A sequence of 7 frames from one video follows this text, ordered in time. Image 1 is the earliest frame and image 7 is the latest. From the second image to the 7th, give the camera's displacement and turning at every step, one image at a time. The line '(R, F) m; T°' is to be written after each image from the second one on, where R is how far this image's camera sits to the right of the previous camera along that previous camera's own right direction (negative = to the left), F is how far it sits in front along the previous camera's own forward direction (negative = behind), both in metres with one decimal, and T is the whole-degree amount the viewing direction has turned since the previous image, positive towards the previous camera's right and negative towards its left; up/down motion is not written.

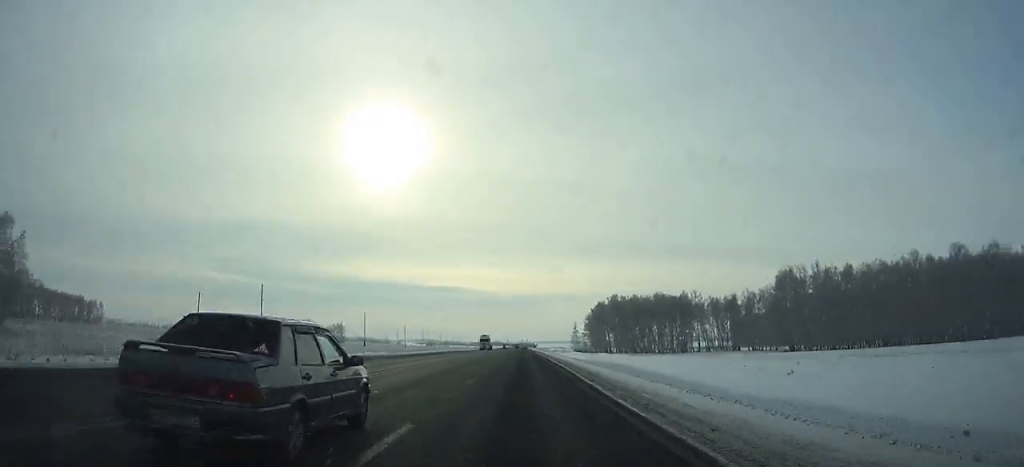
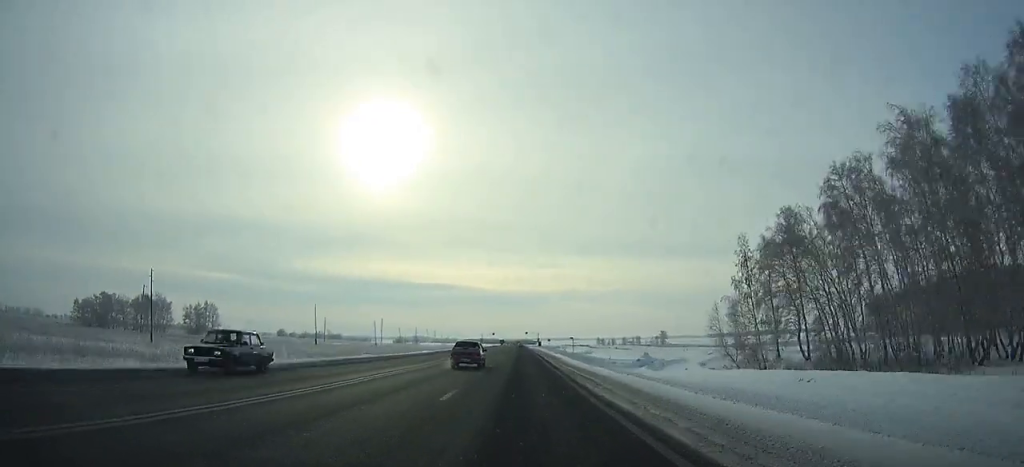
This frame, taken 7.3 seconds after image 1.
(+0.2, +184.7) m; 0°
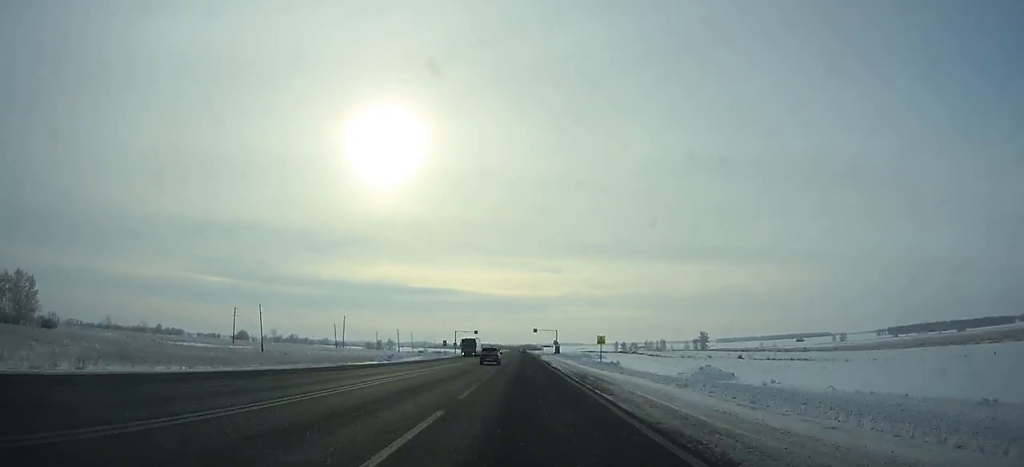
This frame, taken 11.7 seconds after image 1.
(0.0, +111.5) m; 0°
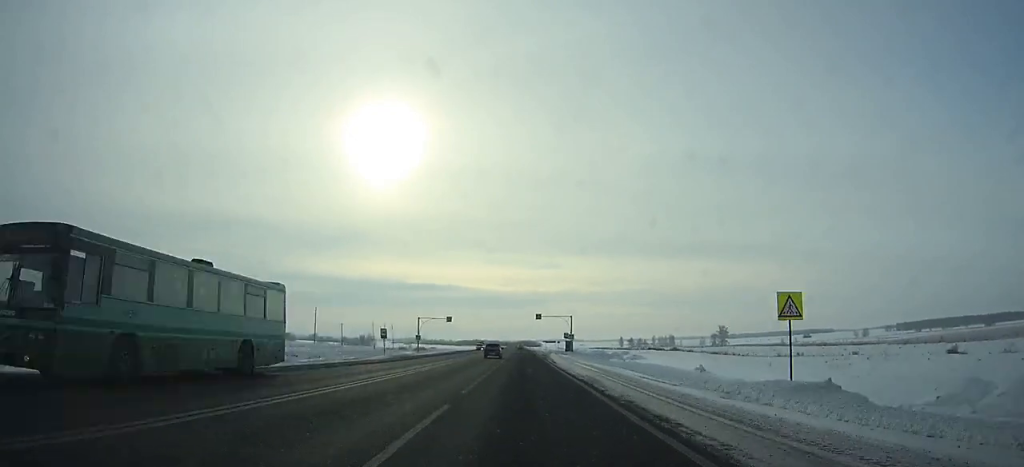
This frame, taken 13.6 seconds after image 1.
(0.0, +48.3) m; 0°
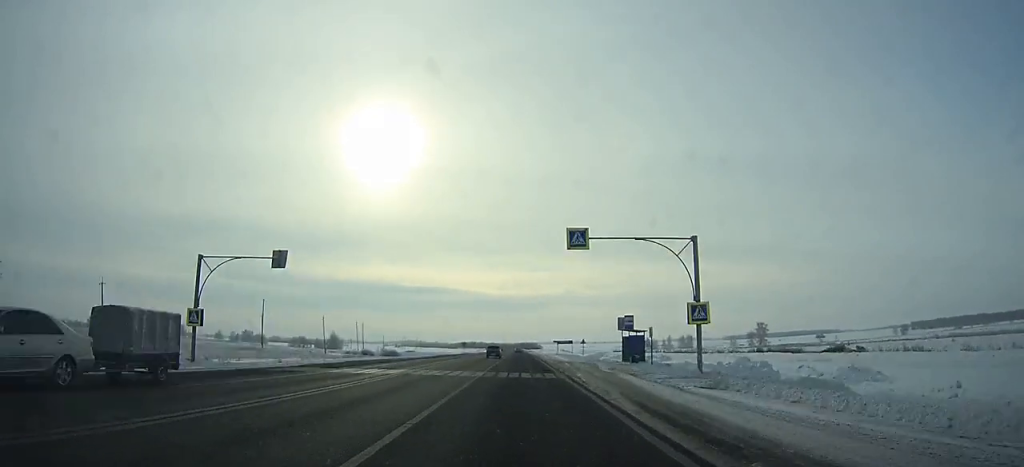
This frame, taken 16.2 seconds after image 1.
(-0.1, +66.5) m; 0°
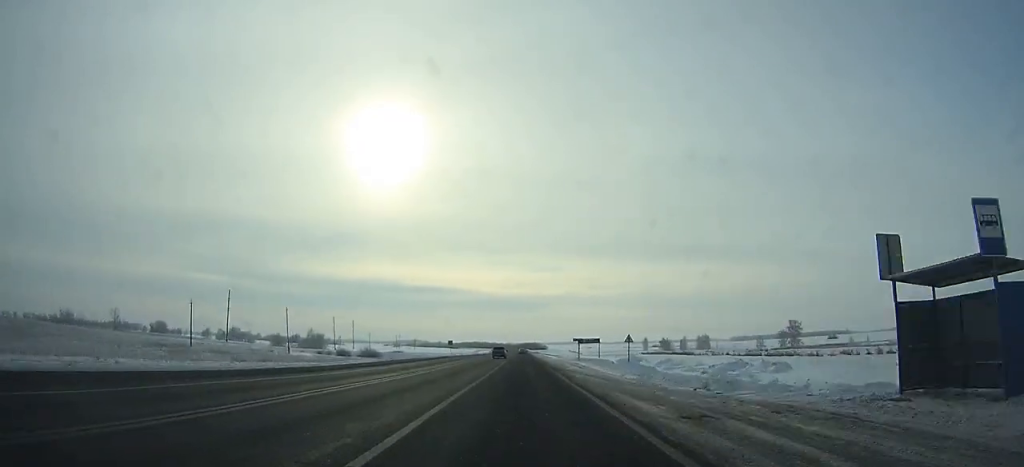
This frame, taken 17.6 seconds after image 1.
(0.0, +36.0) m; 0°
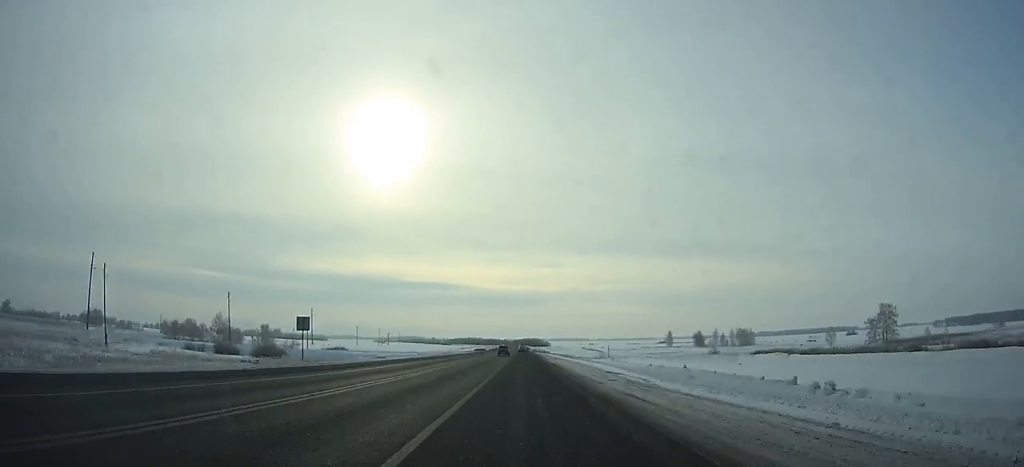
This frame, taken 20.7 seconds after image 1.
(0.0, +79.7) m; 0°
